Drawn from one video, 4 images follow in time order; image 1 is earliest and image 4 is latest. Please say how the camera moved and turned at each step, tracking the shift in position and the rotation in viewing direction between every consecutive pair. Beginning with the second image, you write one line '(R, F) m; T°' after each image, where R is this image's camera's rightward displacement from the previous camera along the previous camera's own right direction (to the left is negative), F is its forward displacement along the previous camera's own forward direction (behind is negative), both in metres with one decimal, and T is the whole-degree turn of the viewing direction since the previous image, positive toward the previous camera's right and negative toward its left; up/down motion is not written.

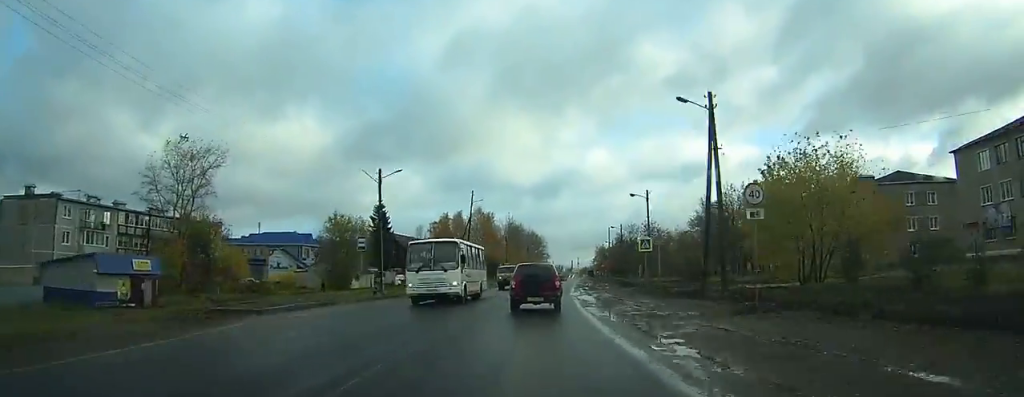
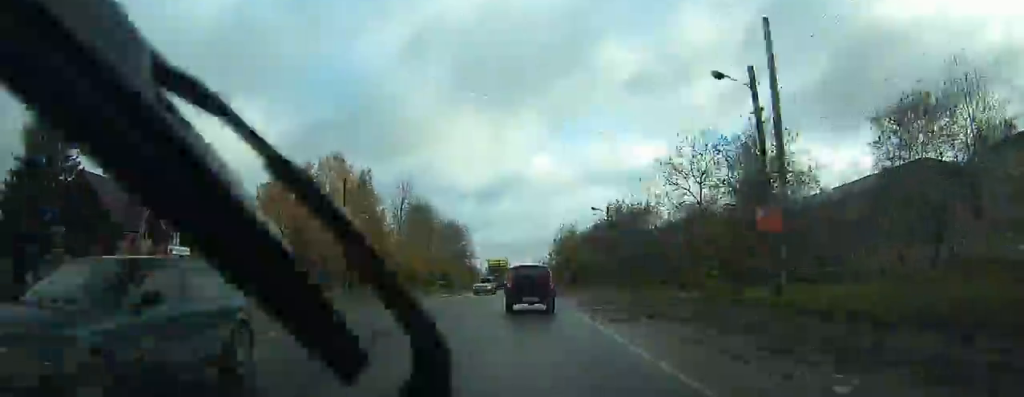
(+4.3, +77.7) m; +6°
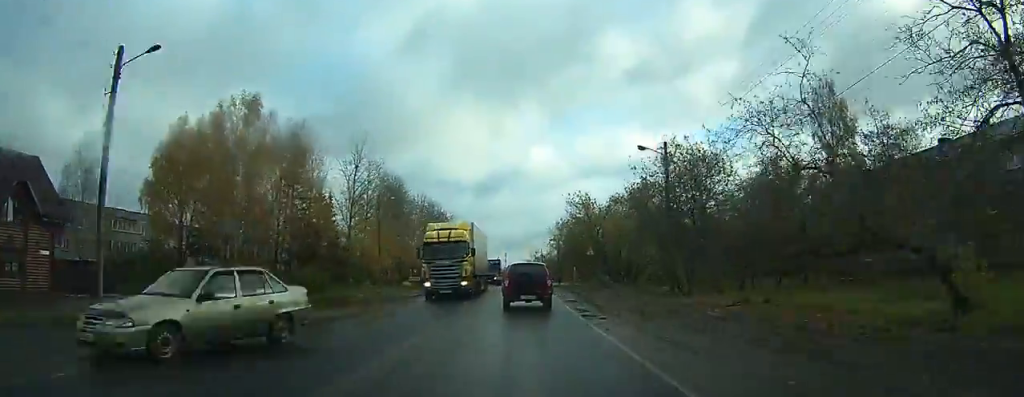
(+0.4, +27.0) m; +1°
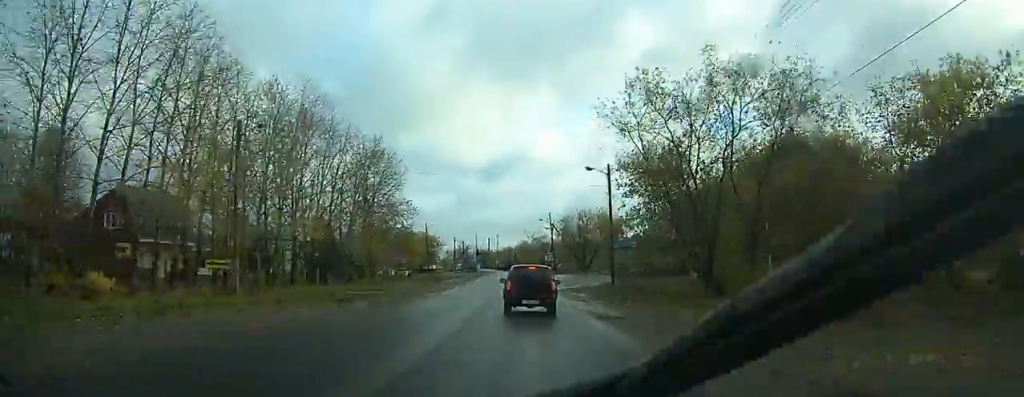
(+0.6, +68.0) m; +1°
